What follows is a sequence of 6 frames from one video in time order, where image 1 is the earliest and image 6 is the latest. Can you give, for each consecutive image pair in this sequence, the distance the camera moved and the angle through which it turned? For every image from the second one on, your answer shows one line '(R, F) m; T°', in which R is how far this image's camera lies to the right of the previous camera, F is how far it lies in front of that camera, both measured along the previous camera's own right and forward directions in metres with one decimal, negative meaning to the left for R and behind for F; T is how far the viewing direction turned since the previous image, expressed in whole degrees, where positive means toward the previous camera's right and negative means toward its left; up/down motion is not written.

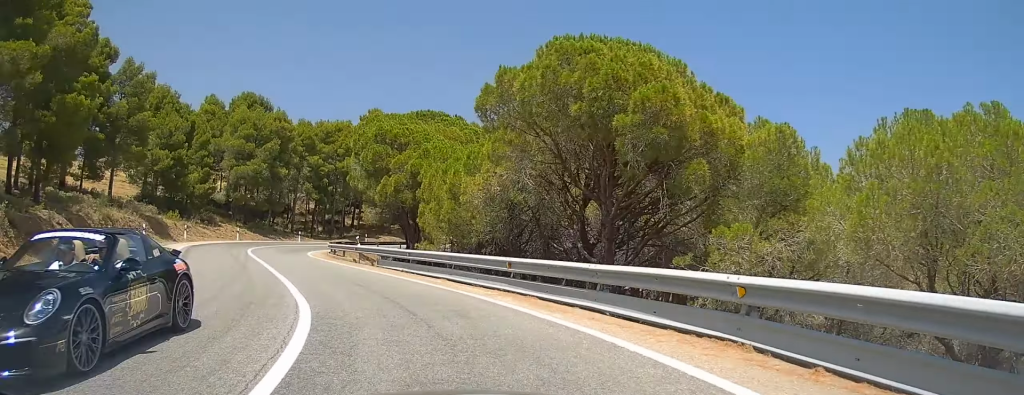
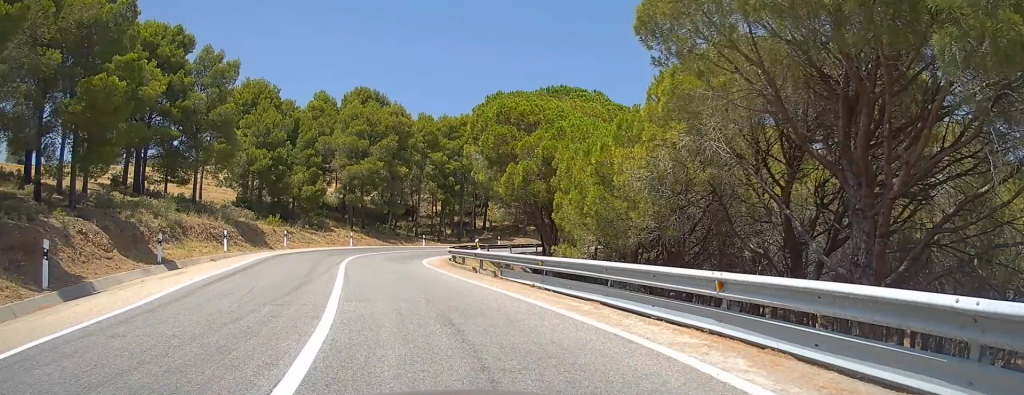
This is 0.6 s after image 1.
(-0.3, +6.3) m; -10°
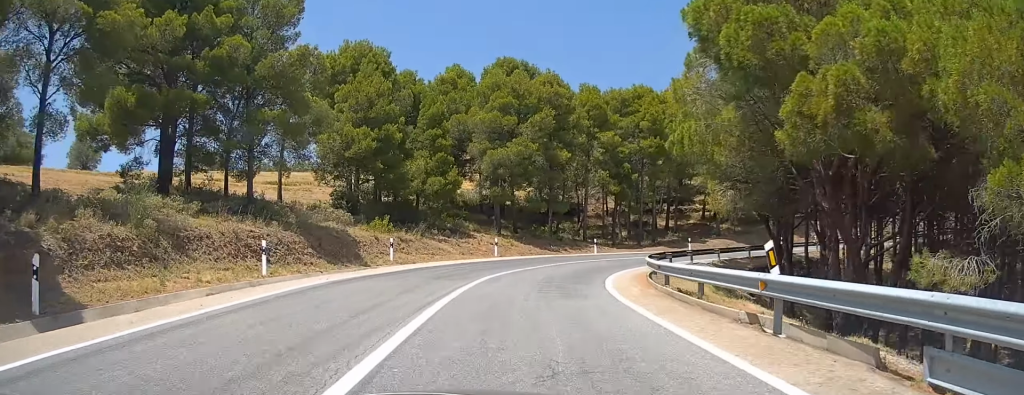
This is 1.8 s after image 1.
(-2.2, +14.0) m; -10°
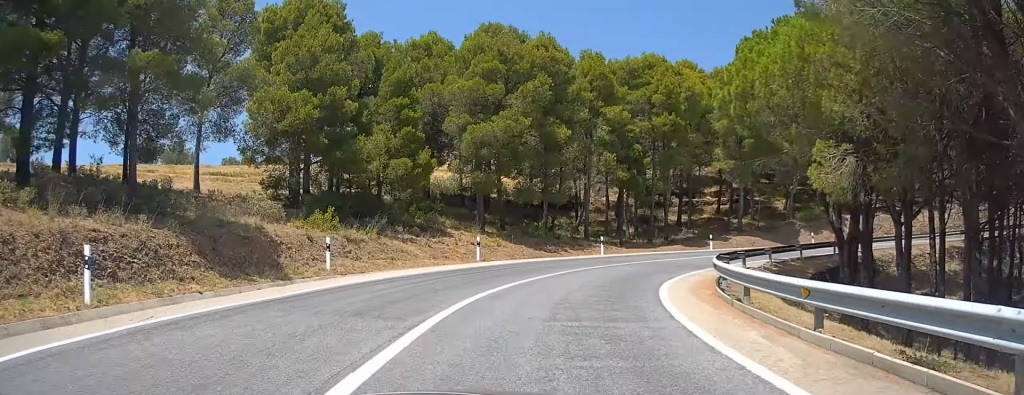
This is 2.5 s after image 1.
(-0.4, +8.5) m; 0°
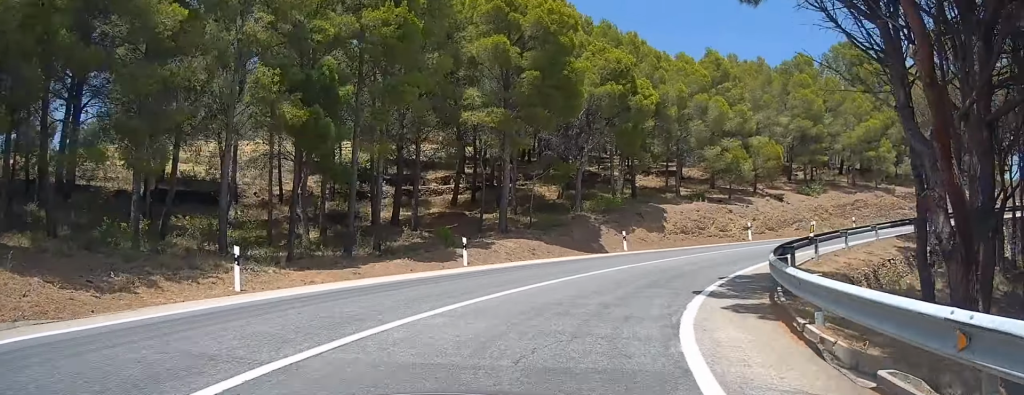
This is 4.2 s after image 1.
(+3.2, +20.1) m; +25°
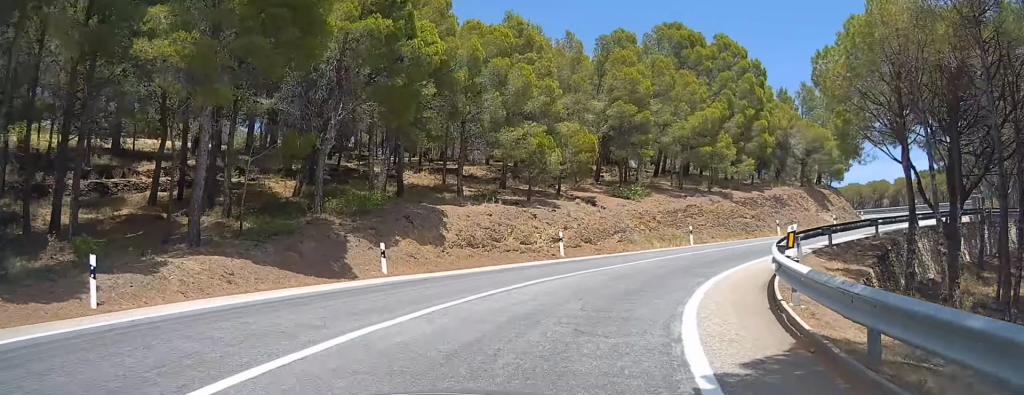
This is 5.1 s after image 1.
(+1.9, +10.1) m; +23°
